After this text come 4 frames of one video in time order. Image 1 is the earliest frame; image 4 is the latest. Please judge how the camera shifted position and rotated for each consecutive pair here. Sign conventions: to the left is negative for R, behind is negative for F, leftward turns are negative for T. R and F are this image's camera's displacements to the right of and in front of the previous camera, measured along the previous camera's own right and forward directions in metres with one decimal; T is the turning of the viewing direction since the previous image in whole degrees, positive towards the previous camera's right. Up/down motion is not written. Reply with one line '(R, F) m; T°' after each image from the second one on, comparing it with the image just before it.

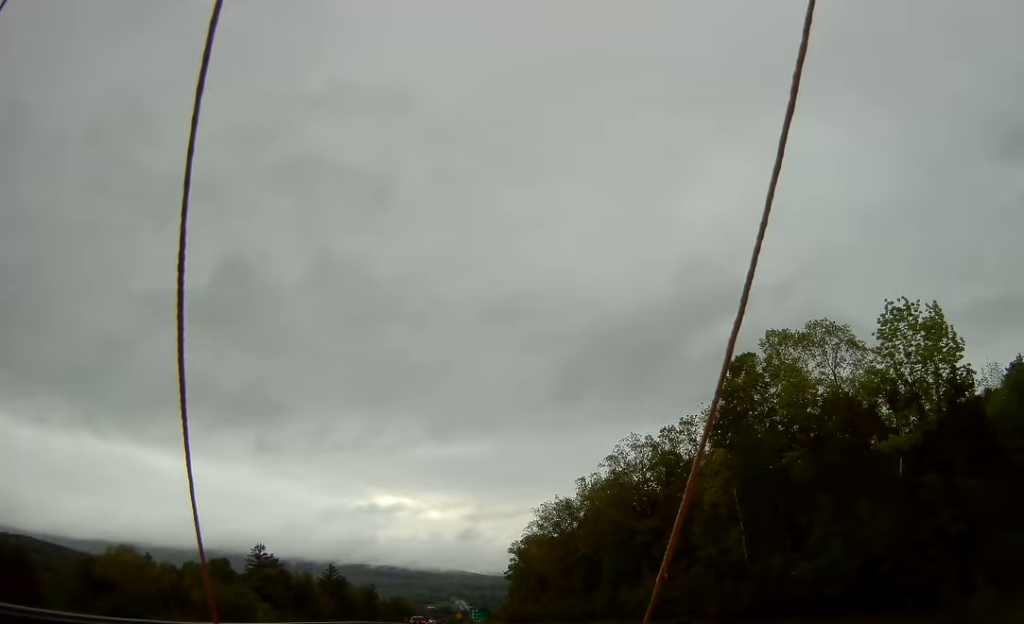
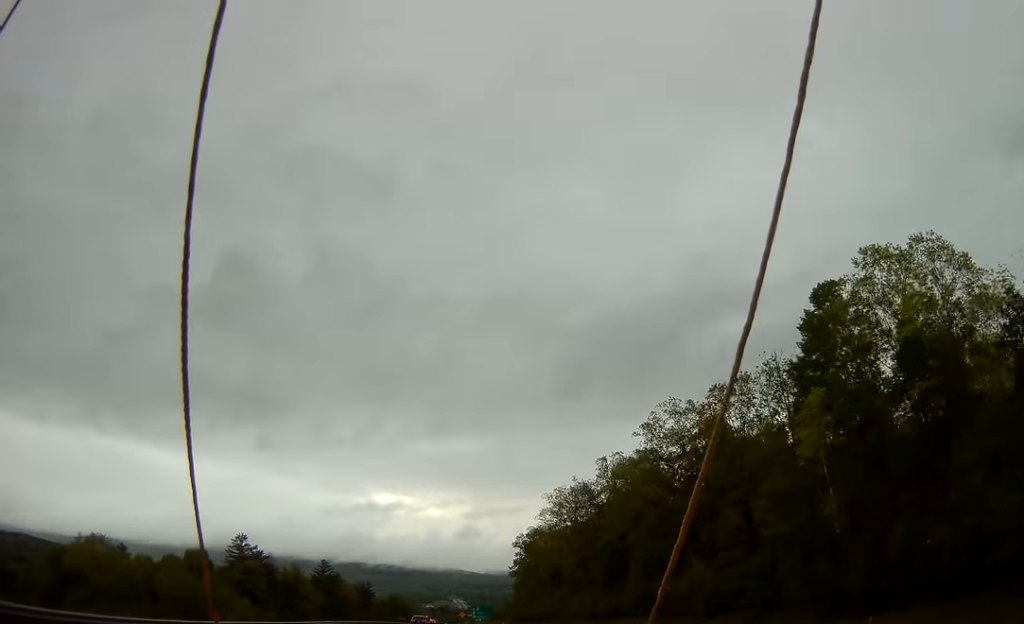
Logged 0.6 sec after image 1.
(-0.1, +14.7) m; +1°
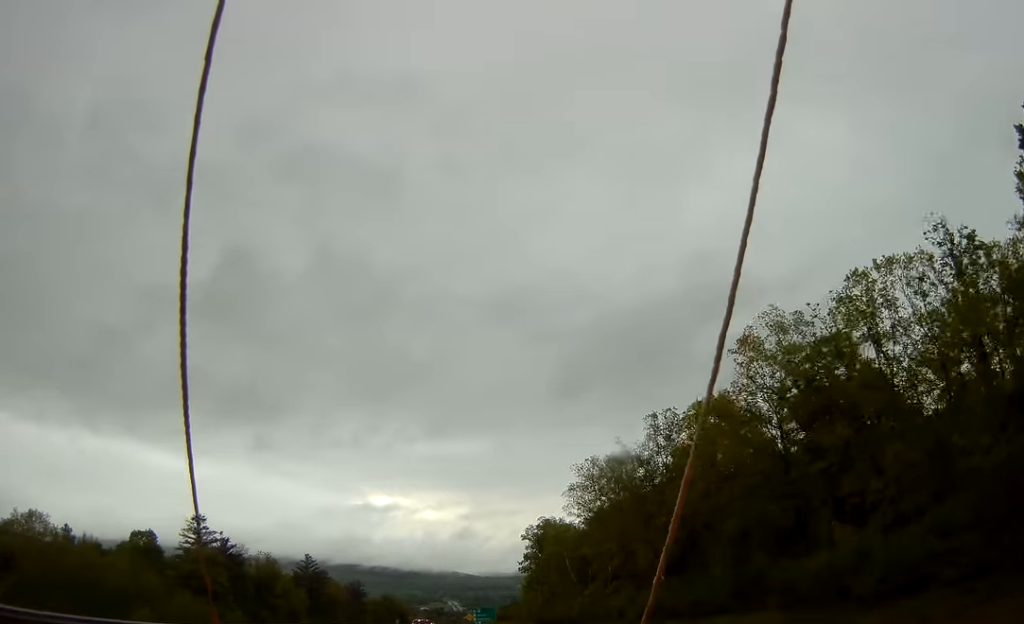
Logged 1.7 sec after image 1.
(+0.5, +25.3) m; 0°
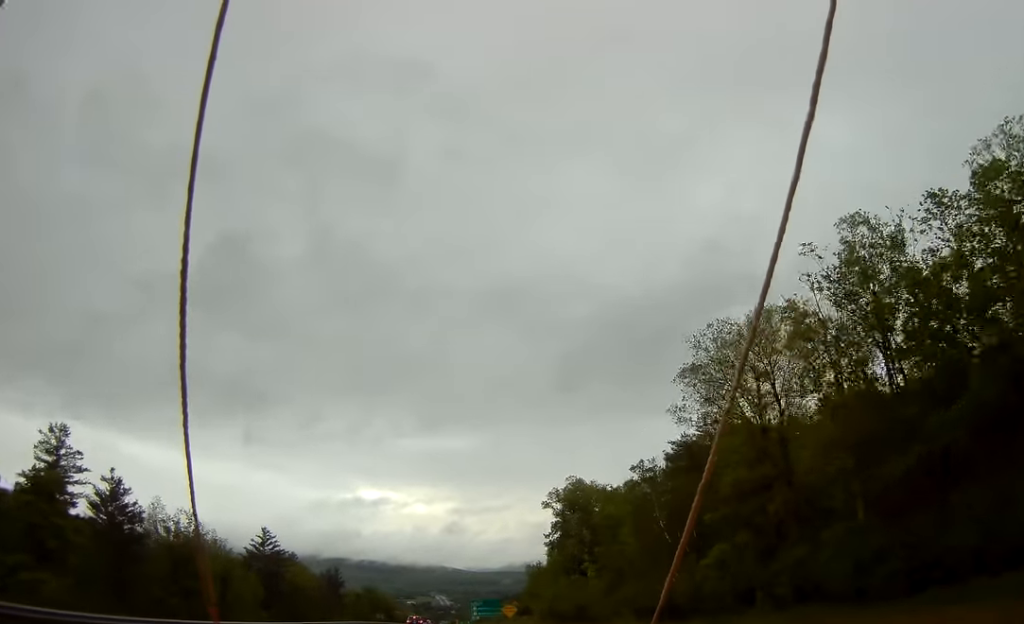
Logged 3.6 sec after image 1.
(-0.9, +45.9) m; 0°
